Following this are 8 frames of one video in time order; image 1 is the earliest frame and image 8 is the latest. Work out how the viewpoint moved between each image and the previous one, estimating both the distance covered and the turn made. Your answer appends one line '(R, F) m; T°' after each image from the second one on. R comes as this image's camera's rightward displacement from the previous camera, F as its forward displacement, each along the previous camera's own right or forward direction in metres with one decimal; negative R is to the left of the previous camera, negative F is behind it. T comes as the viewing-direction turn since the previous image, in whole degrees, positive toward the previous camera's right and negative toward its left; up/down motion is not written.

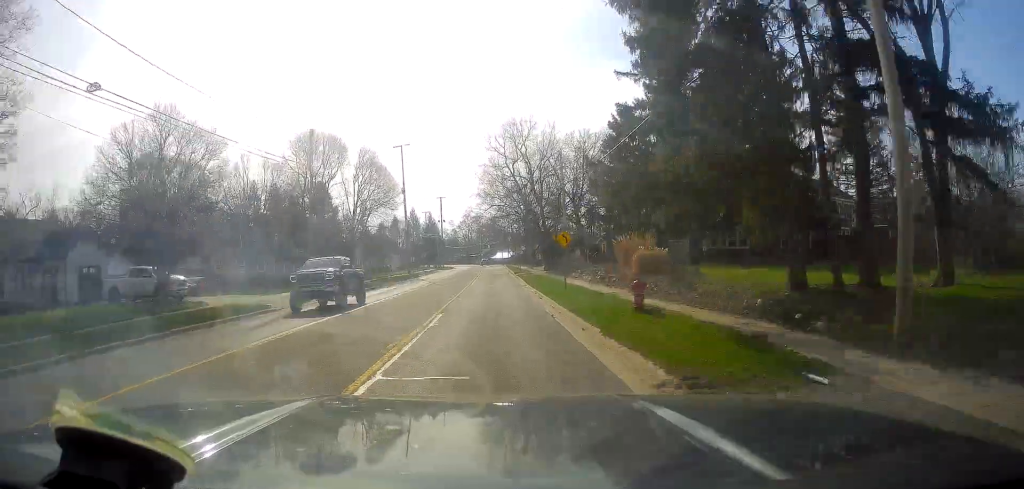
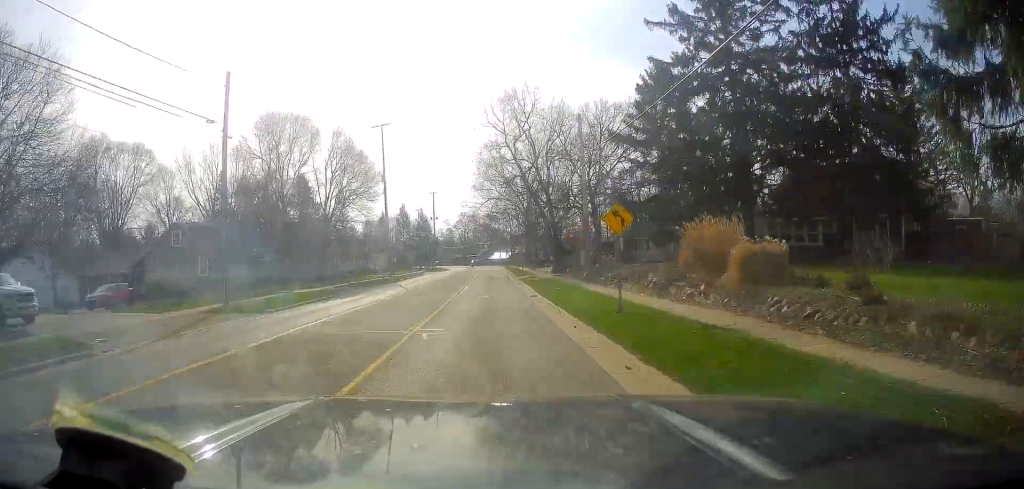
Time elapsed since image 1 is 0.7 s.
(+0.2, +12.5) m; +1°
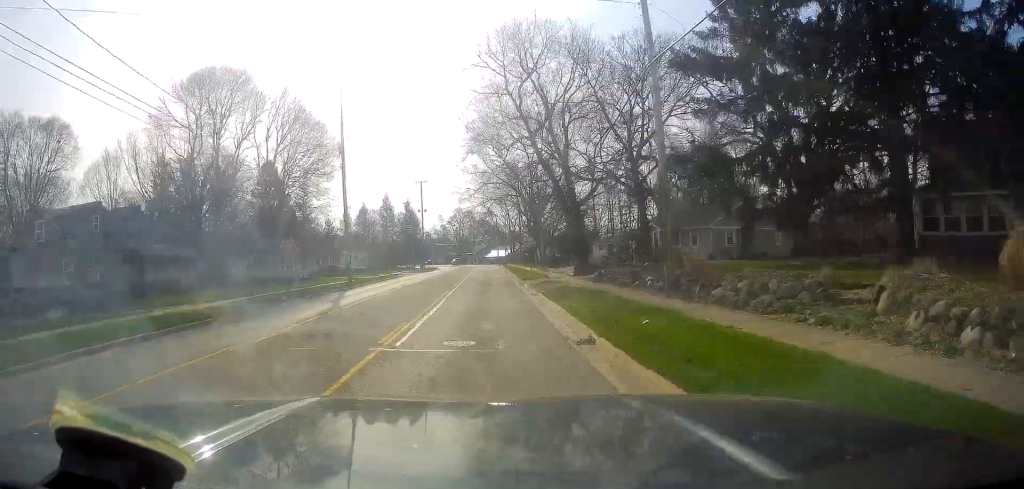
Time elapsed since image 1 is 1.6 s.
(+0.2, +17.4) m; 0°
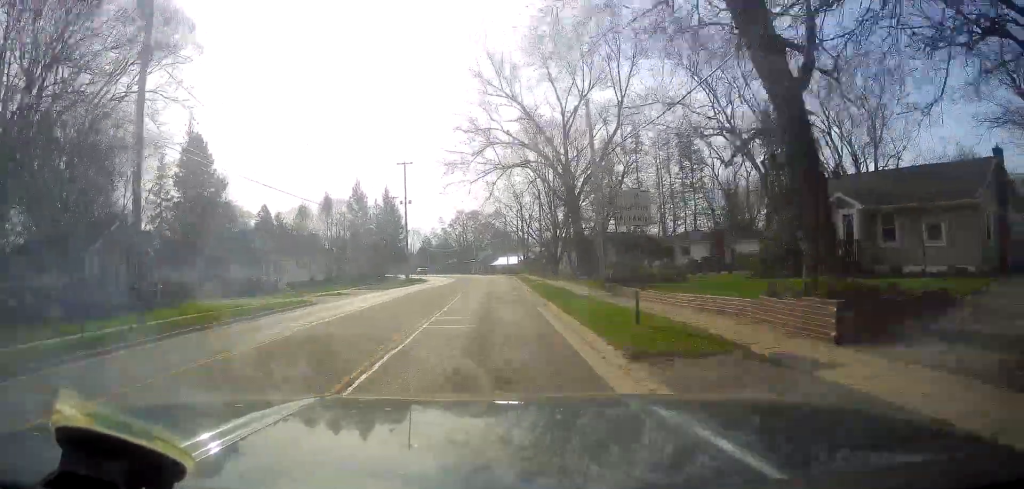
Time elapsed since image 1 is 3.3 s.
(-1.1, +31.0) m; -1°
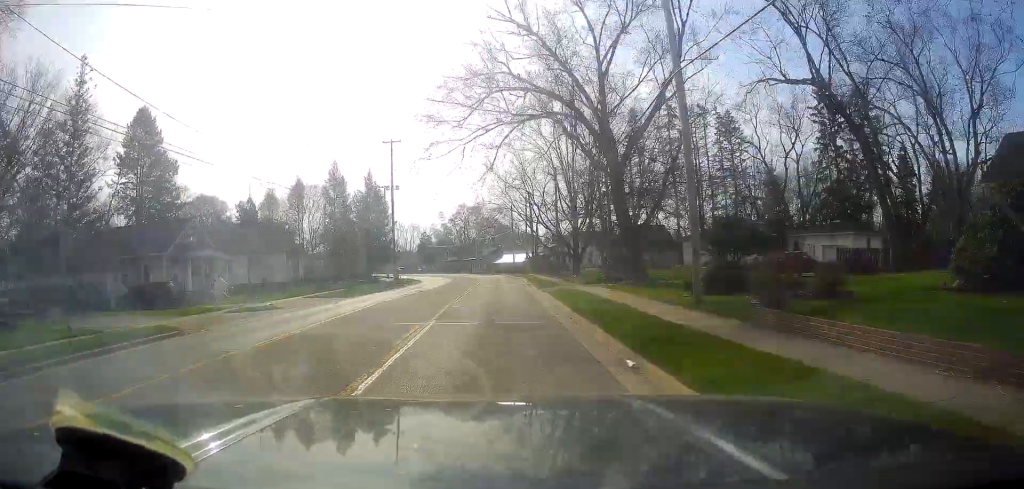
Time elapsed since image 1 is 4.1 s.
(+0.7, +14.7) m; 0°
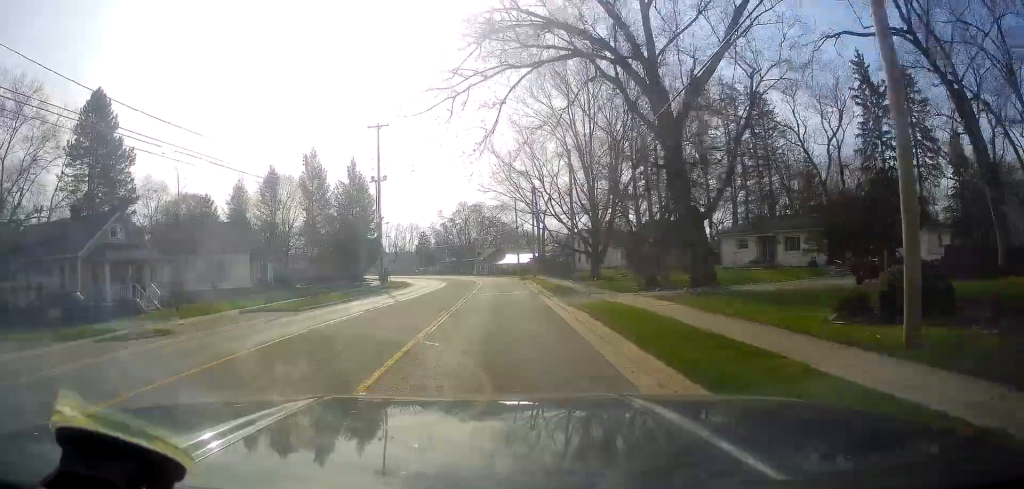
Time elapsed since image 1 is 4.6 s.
(-0.2, +9.7) m; 0°
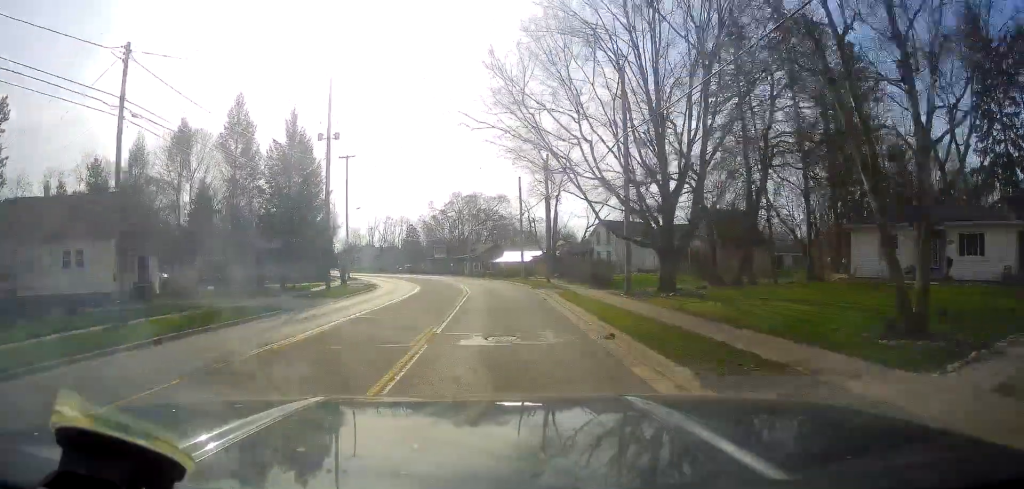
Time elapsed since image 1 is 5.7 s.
(-0.1, +19.9) m; 0°
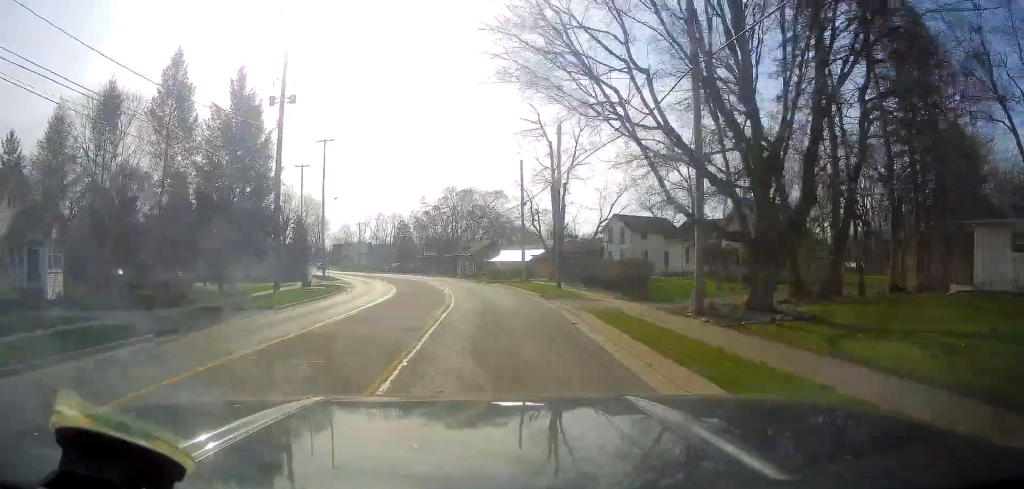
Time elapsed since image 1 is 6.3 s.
(+0.3, +10.1) m; 0°
